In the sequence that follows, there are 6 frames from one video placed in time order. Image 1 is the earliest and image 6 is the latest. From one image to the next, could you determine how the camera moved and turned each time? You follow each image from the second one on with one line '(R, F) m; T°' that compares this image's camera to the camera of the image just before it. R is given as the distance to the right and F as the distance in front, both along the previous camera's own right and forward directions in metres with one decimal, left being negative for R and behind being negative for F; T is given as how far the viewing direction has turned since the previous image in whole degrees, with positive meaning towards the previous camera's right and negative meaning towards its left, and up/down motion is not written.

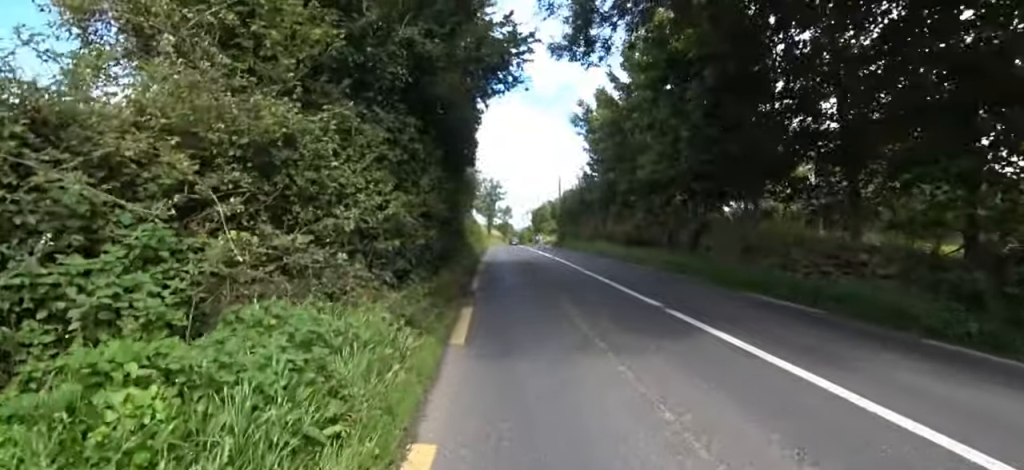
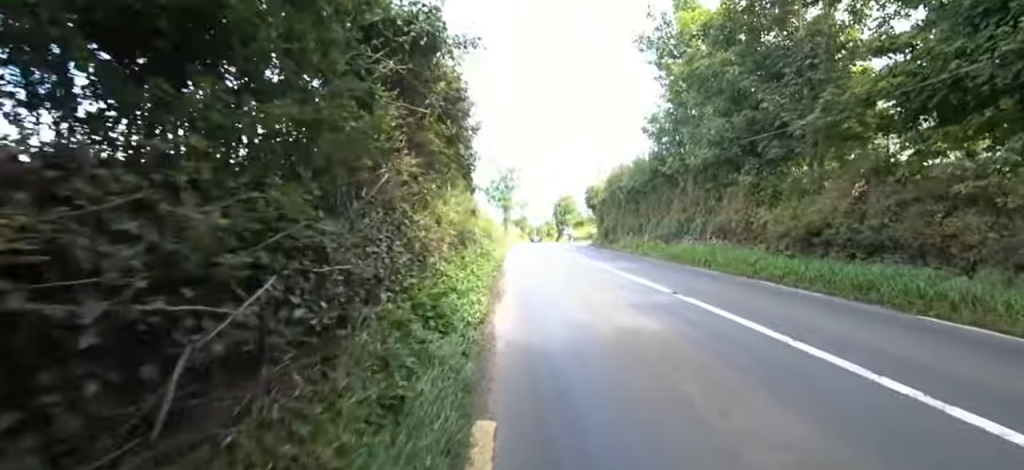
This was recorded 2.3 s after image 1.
(0.0, +11.0) m; 0°
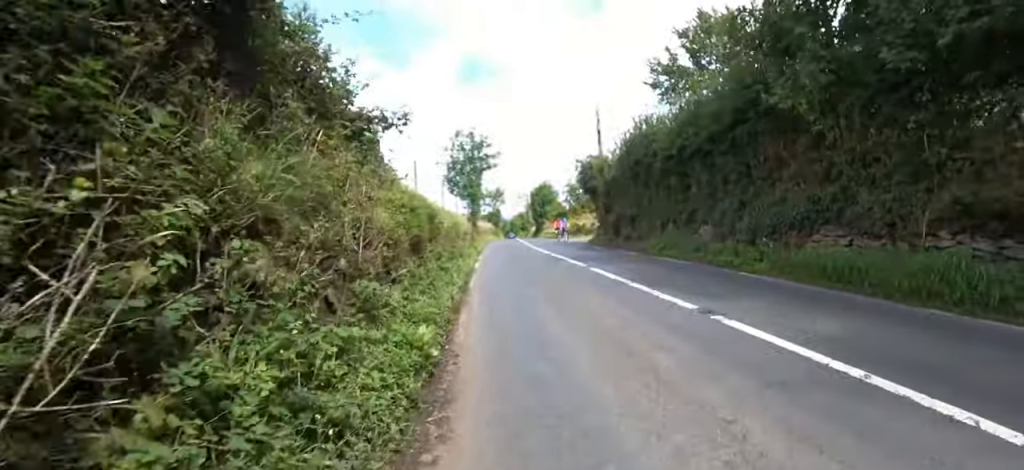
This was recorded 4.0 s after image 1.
(0.0, +8.7) m; -1°
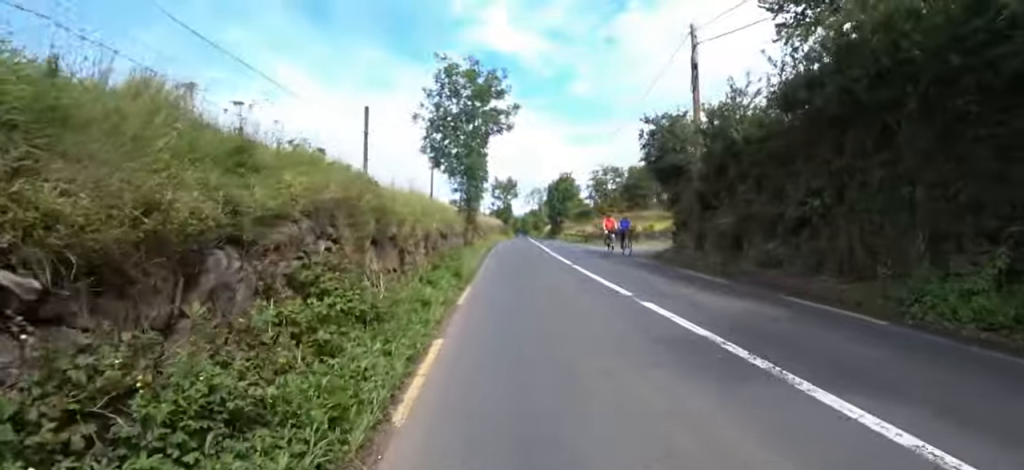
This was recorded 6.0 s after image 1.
(-0.8, +10.5) m; -9°
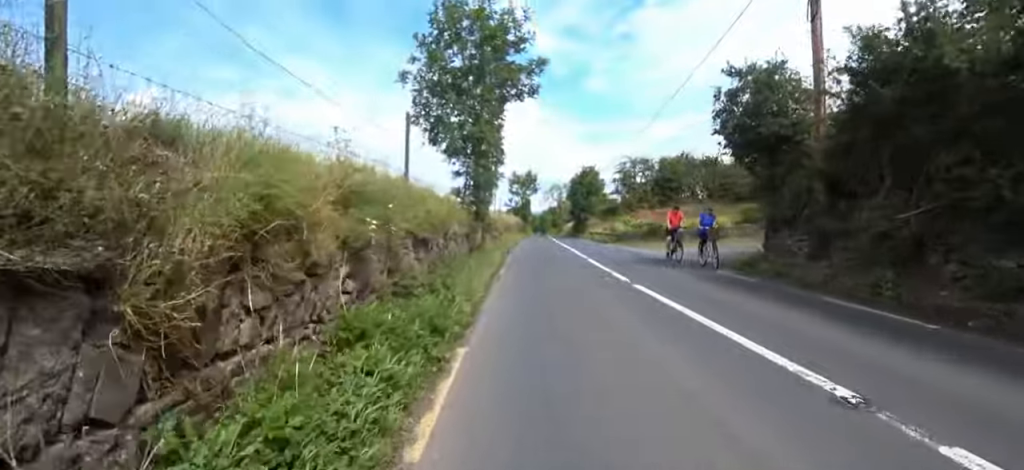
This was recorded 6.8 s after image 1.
(-0.4, +5.0) m; +6°
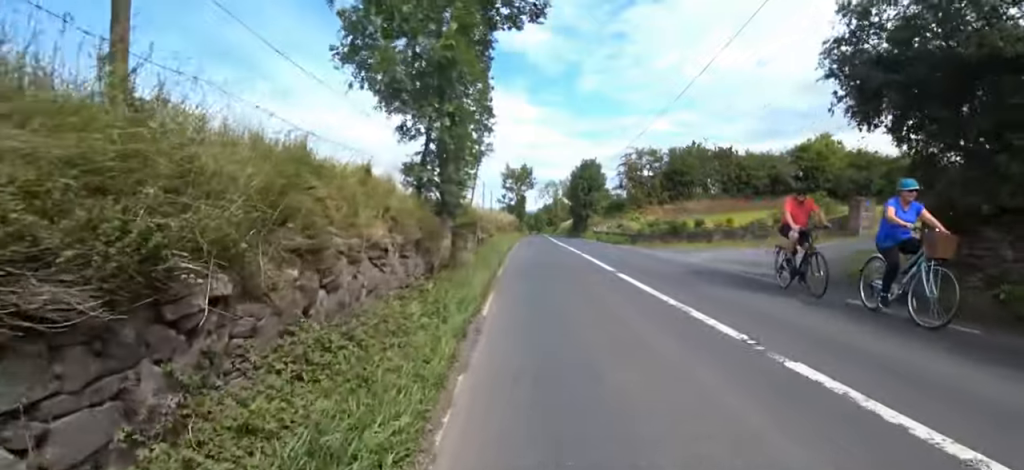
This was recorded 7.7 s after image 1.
(+1.1, +5.2) m; +9°
